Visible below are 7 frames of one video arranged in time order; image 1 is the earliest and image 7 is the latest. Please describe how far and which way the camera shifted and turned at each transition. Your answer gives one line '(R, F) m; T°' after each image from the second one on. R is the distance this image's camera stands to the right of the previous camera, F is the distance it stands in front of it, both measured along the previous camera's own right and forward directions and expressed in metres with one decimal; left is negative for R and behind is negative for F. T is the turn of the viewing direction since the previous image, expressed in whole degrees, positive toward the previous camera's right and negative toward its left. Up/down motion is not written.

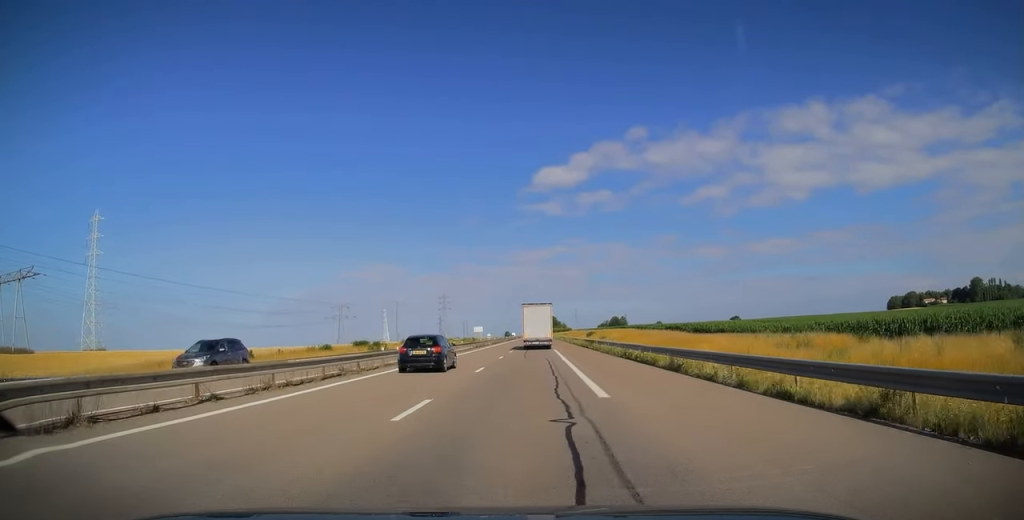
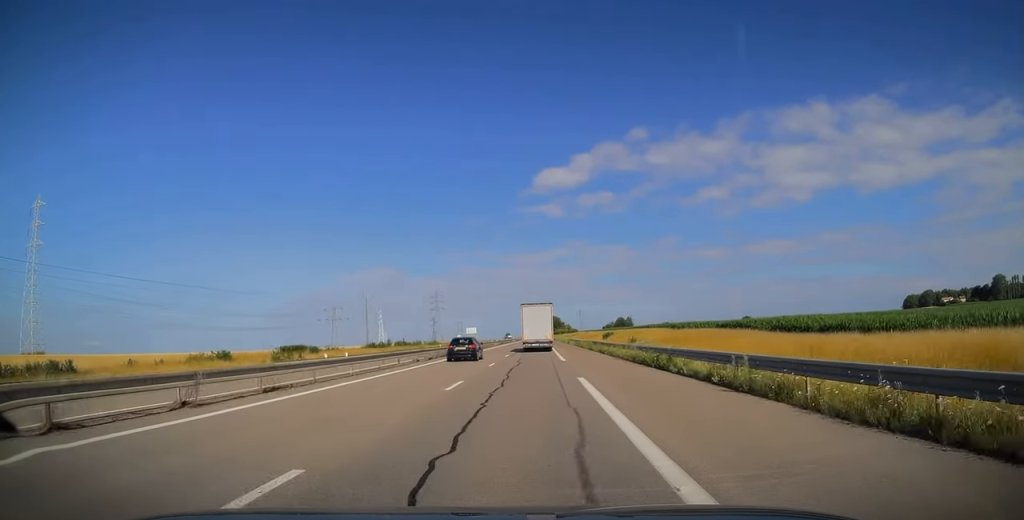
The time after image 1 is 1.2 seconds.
(-0.2, +33.0) m; 0°
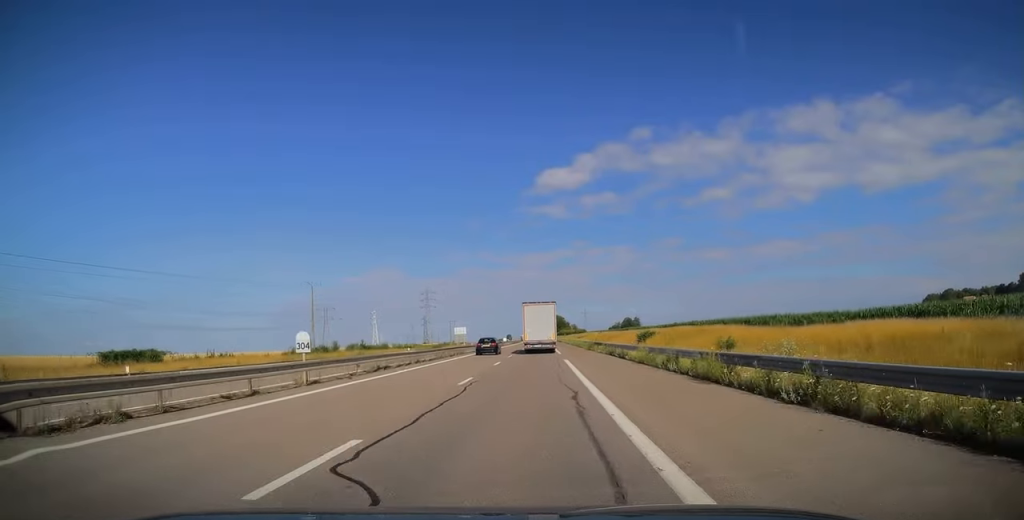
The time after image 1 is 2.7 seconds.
(-0.1, +36.8) m; 0°
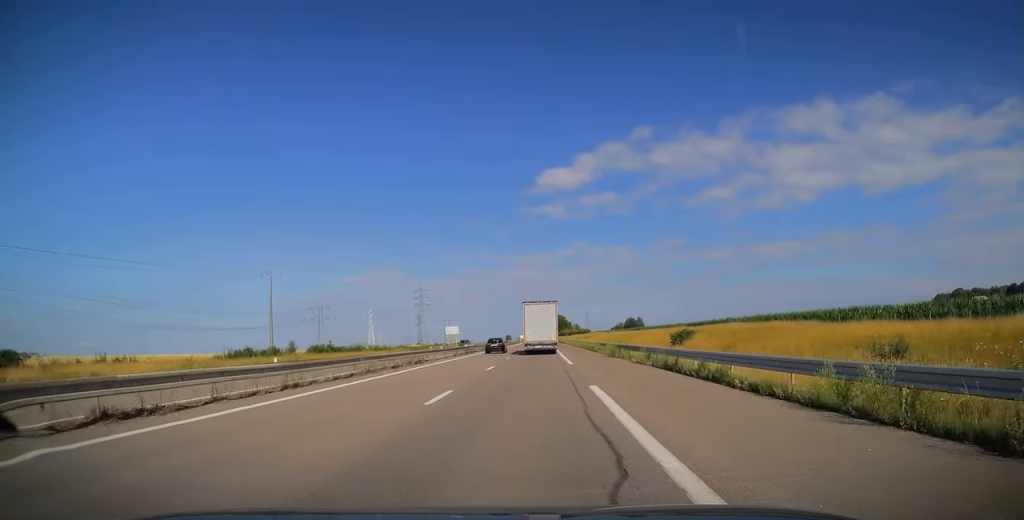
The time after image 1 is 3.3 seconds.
(0.0, +18.0) m; -1°
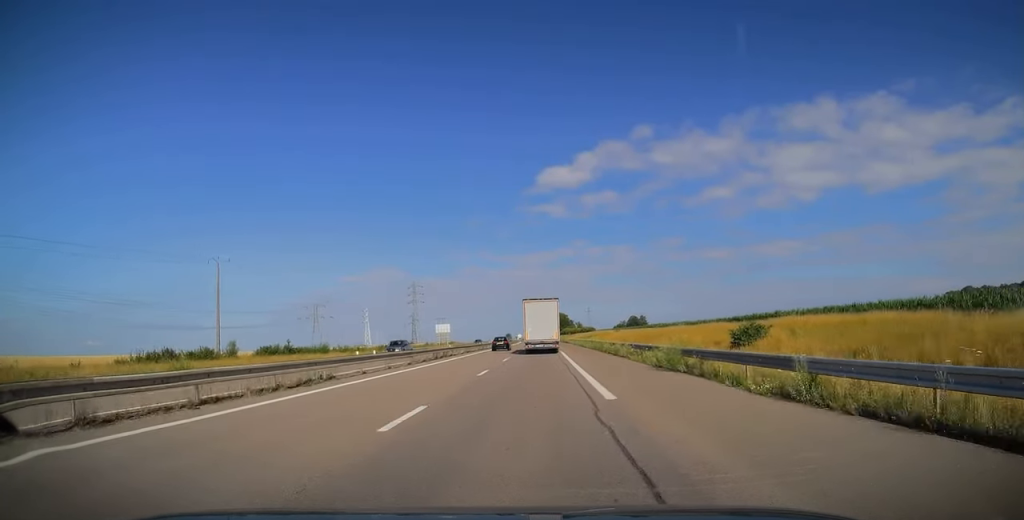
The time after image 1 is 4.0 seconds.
(-0.2, +16.8) m; 0°
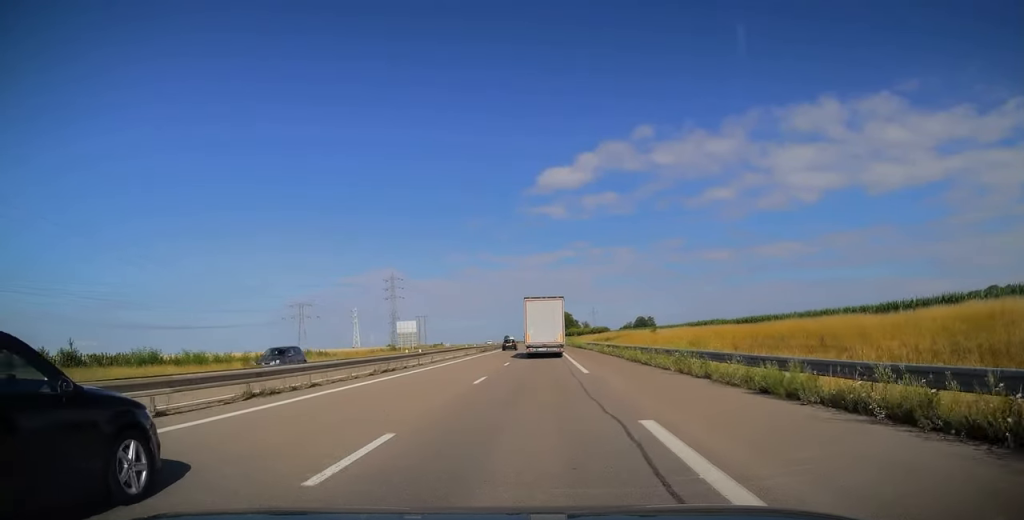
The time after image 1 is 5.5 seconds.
(+0.2, +42.0) m; +1°
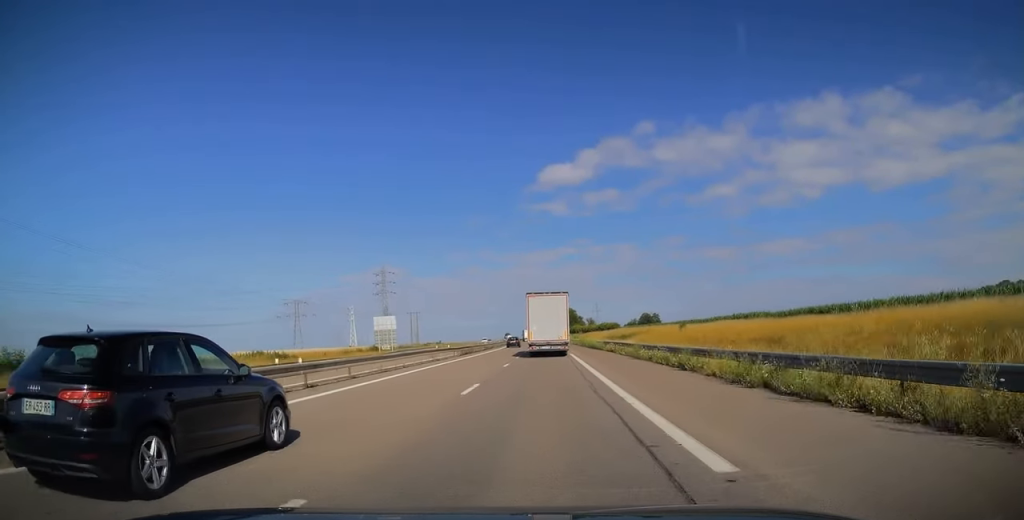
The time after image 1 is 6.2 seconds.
(-0.1, +16.8) m; 0°
